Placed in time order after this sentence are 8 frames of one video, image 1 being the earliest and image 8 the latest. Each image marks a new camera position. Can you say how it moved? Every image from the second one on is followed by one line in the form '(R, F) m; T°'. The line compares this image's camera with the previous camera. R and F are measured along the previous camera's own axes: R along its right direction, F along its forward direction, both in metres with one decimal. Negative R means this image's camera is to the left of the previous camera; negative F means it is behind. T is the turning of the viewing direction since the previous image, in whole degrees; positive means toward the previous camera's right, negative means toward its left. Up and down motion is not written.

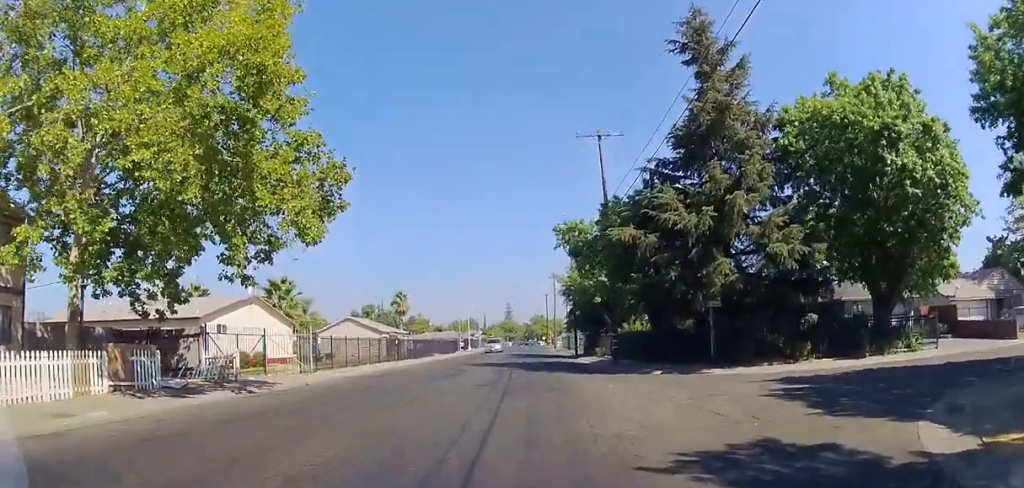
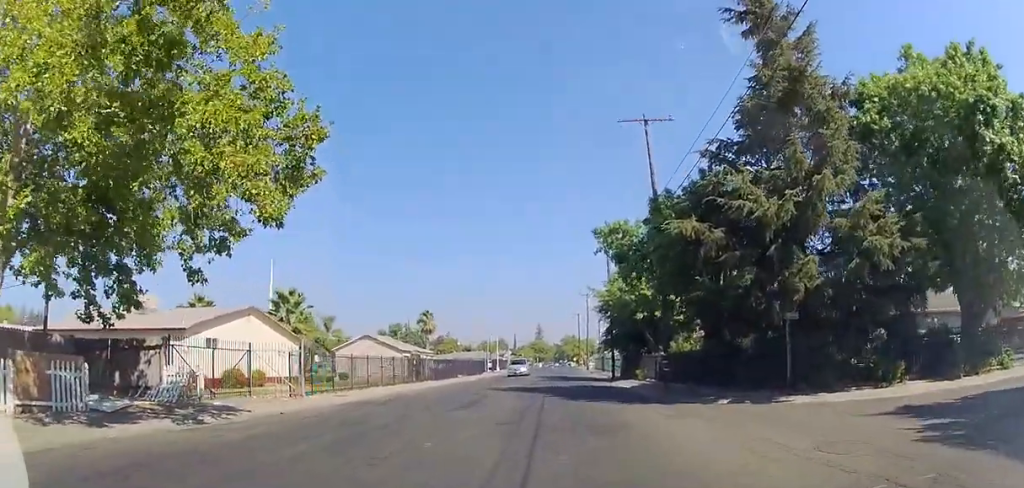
(0.0, +4.5) m; 0°
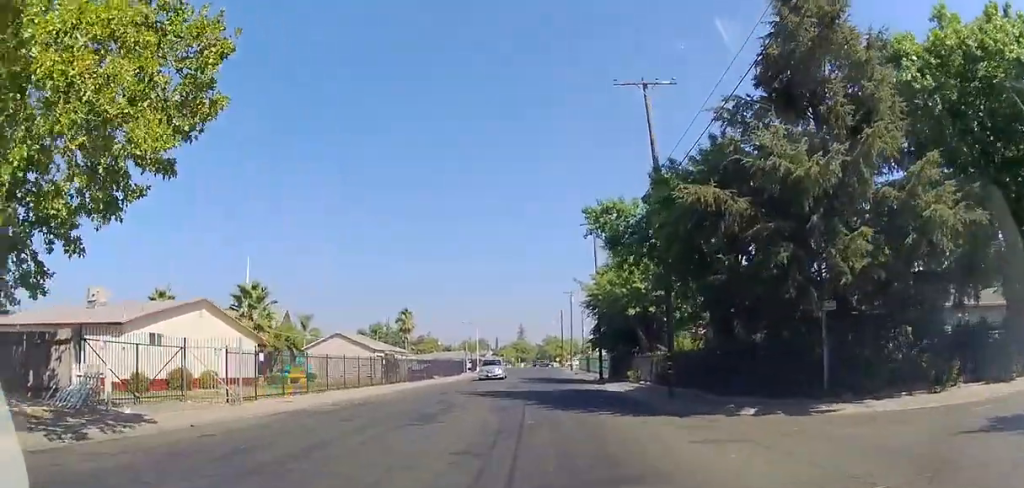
(0.0, +3.2) m; 0°
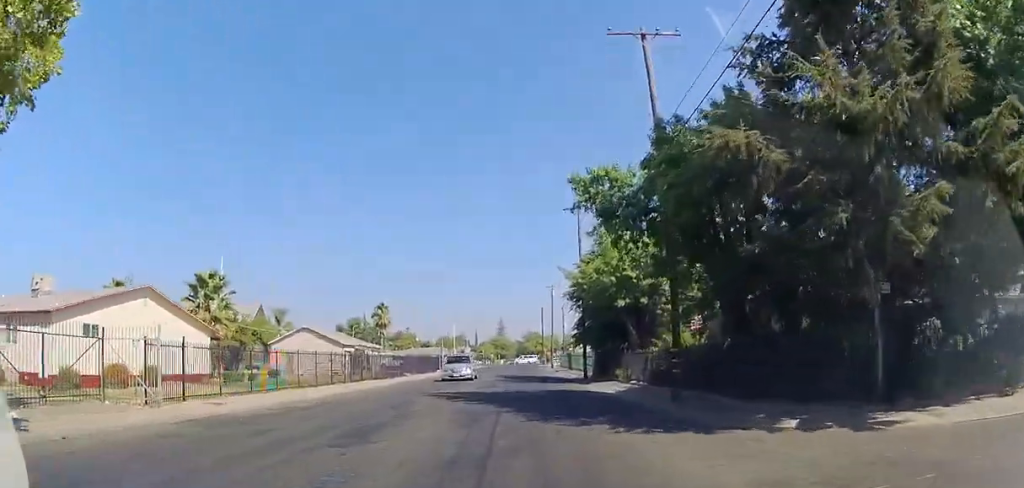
(0.0, +3.1) m; 0°
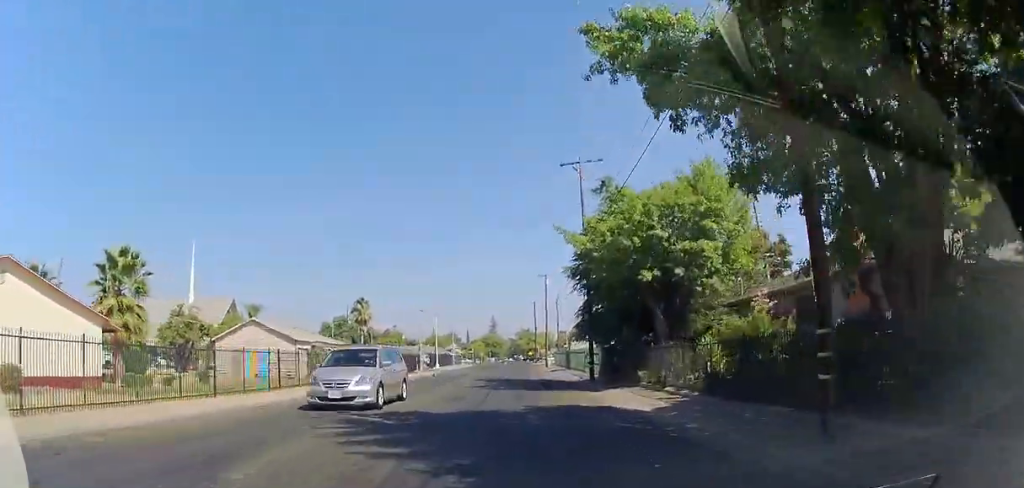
(0.0, +8.5) m; 0°
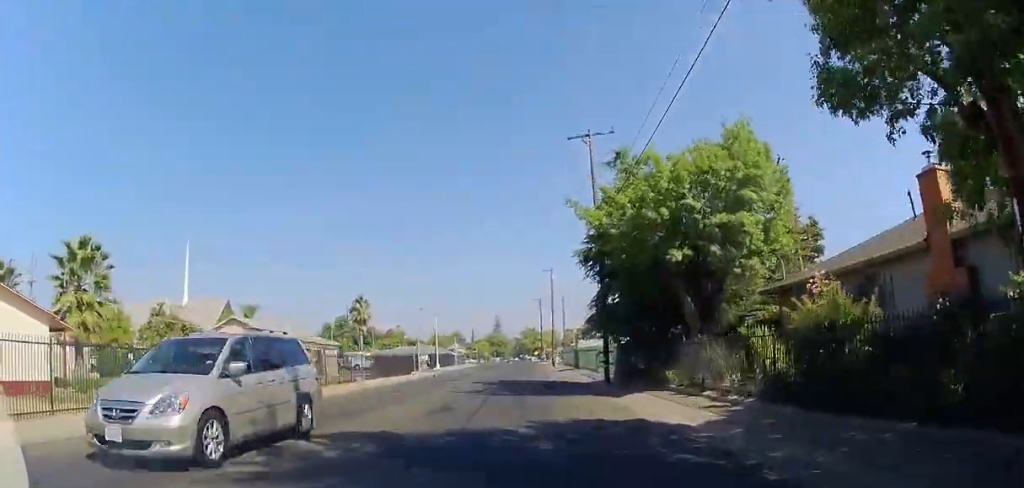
(0.0, +3.8) m; 0°
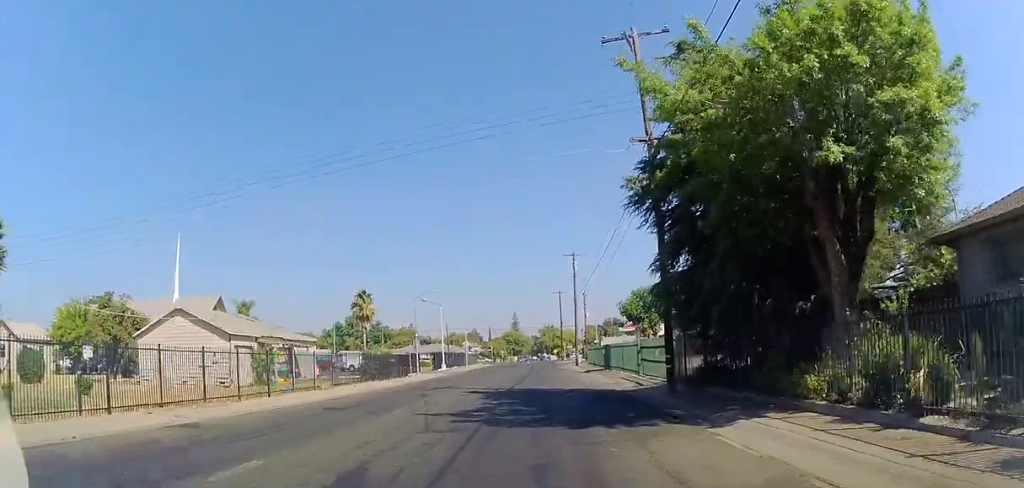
(0.0, +9.8) m; -1°
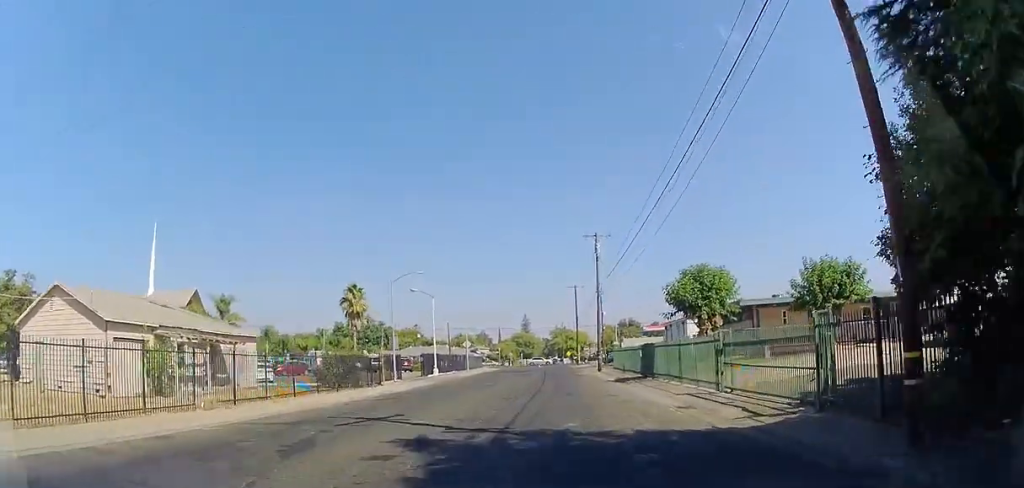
(-0.2, +12.1) m; -1°
